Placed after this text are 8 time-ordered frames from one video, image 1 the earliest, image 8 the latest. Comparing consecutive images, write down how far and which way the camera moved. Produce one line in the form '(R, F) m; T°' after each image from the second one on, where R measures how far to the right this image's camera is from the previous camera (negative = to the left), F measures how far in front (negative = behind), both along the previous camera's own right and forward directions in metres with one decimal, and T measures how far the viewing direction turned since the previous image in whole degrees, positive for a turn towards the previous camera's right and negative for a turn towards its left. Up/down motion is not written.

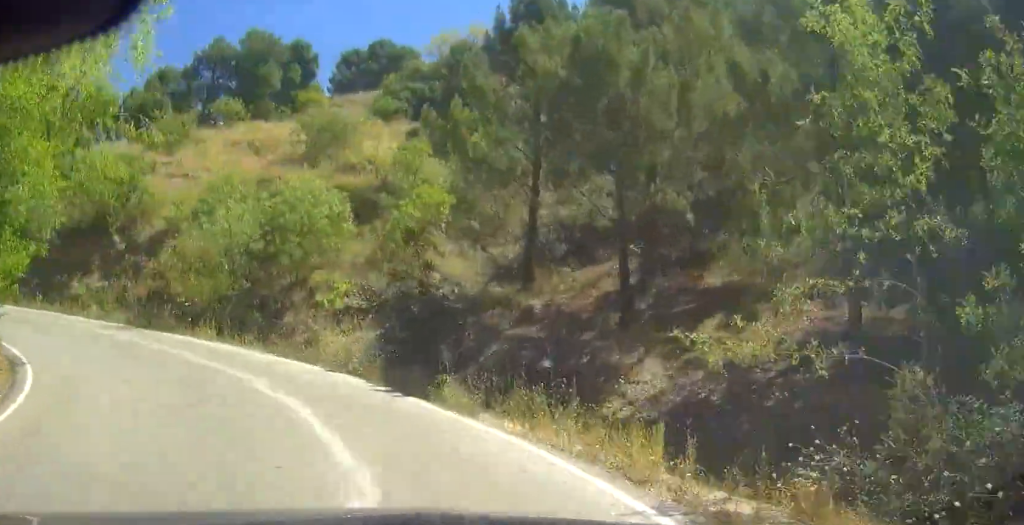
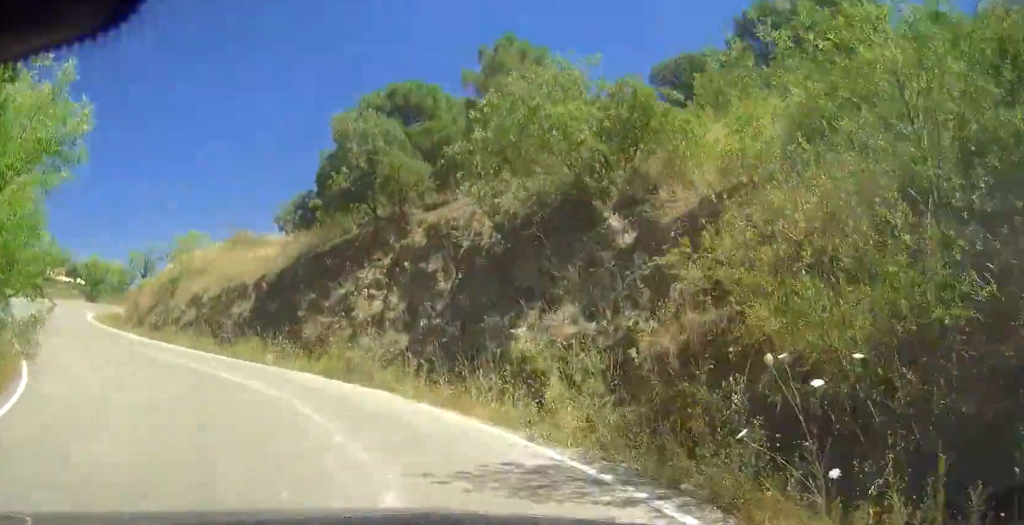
(-10.7, +14.5) m; -23°
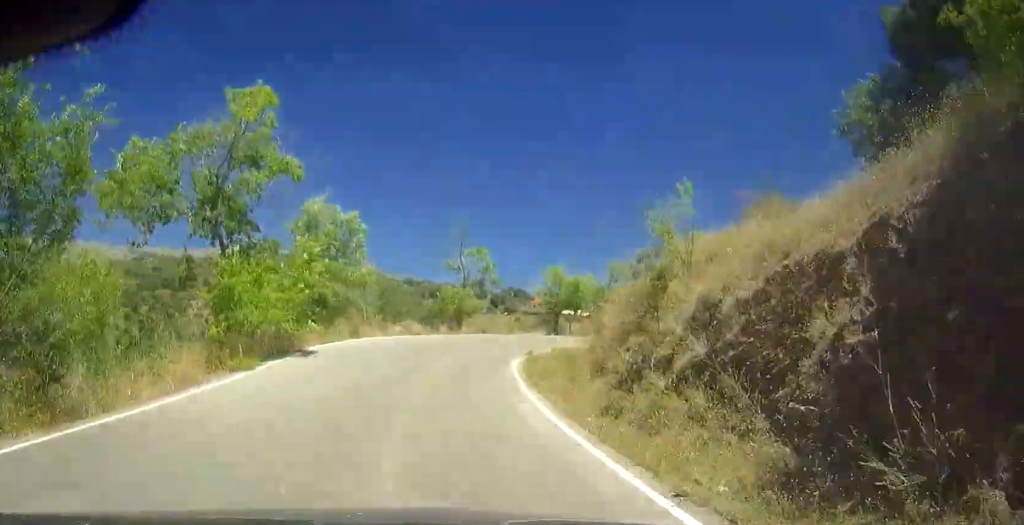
(-4.8, +17.3) m; -17°
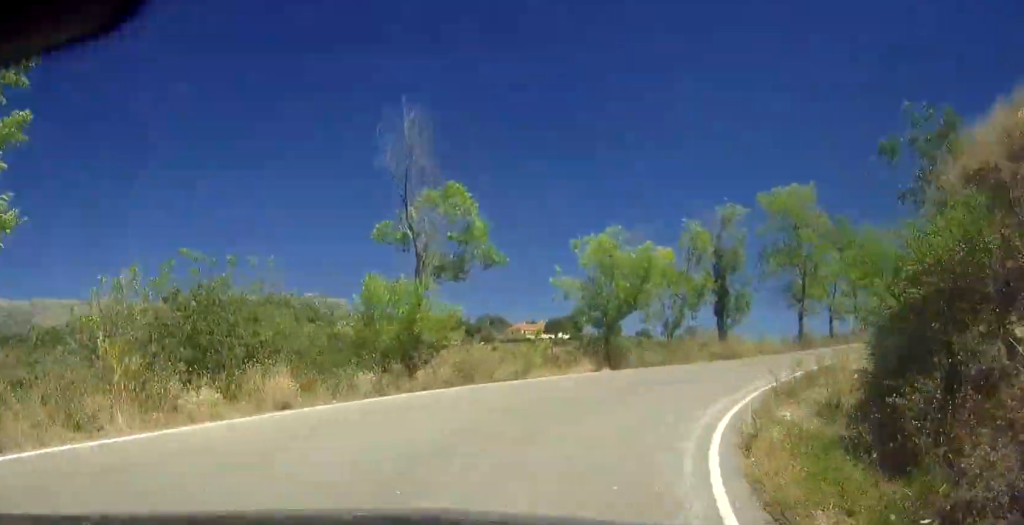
(-2.3, +20.8) m; +8°
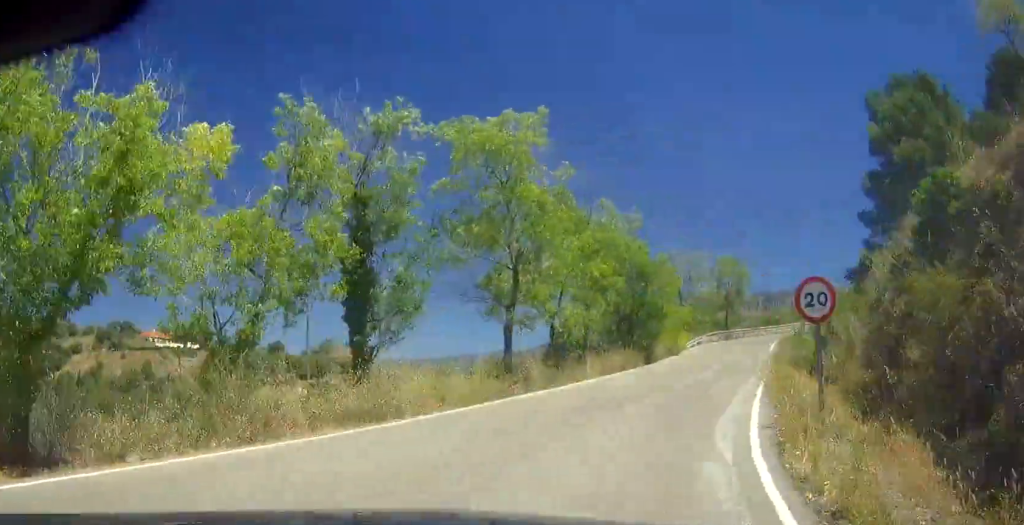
(-0.5, +14.6) m; +8°
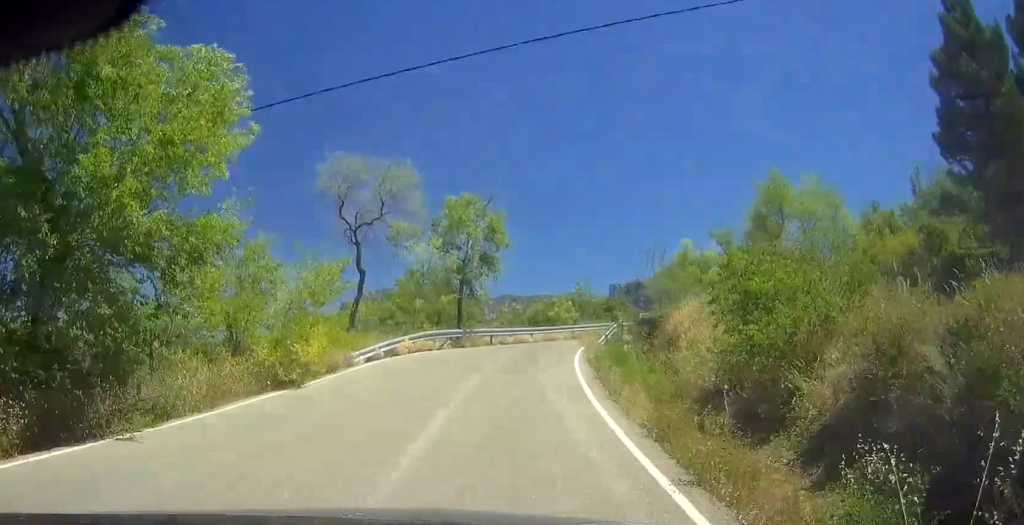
(+6.5, +25.8) m; +21°
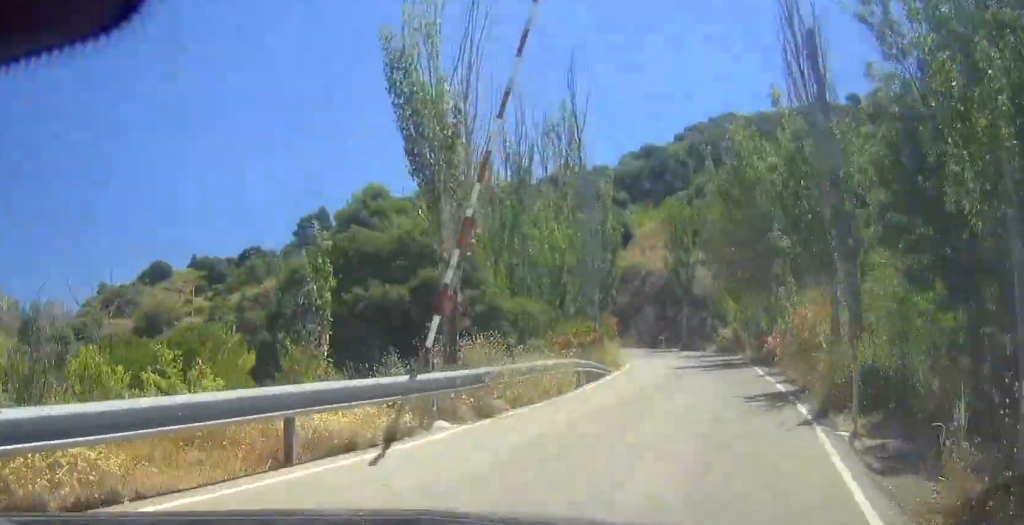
(+23.5, +47.0) m; +47°
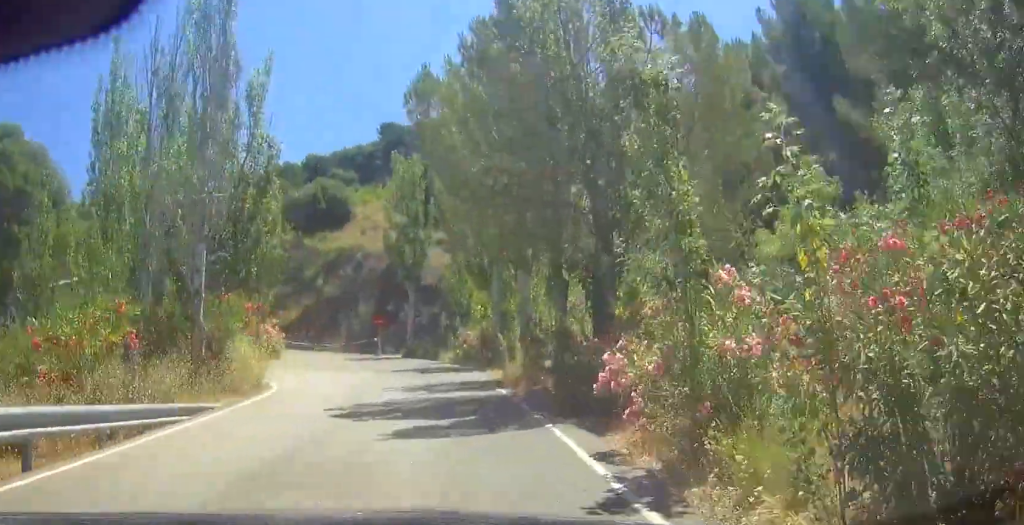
(+2.1, +17.0) m; +1°
